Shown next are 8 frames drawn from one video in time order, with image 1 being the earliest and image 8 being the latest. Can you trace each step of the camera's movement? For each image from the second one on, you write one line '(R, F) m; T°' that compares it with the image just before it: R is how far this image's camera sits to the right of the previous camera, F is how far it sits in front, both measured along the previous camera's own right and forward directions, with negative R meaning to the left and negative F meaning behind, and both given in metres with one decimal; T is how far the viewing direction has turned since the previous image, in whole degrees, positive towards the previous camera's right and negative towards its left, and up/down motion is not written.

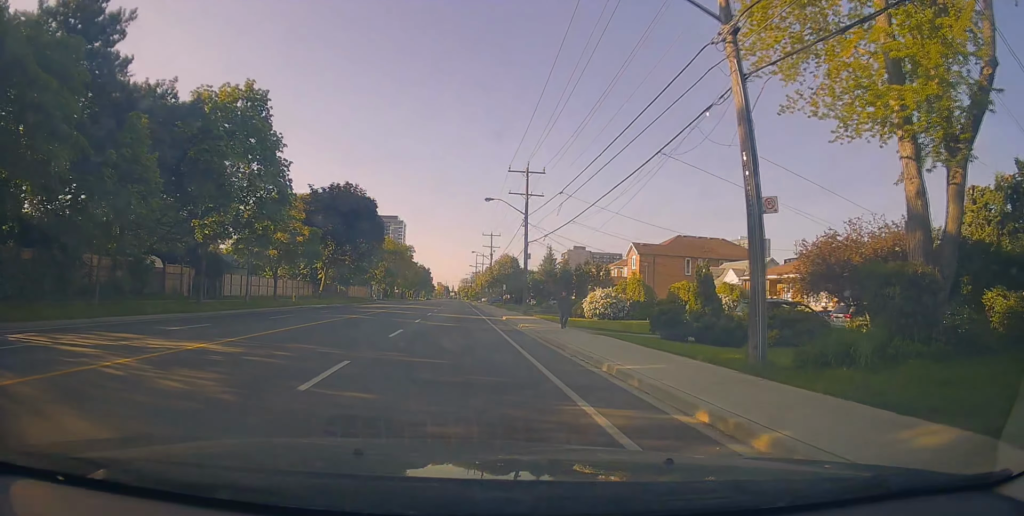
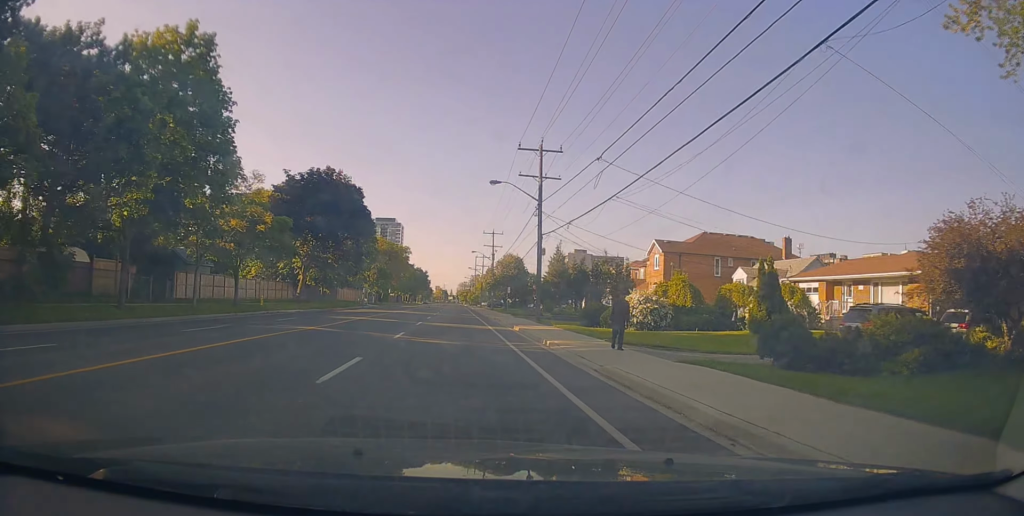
(0.0, +8.1) m; 0°
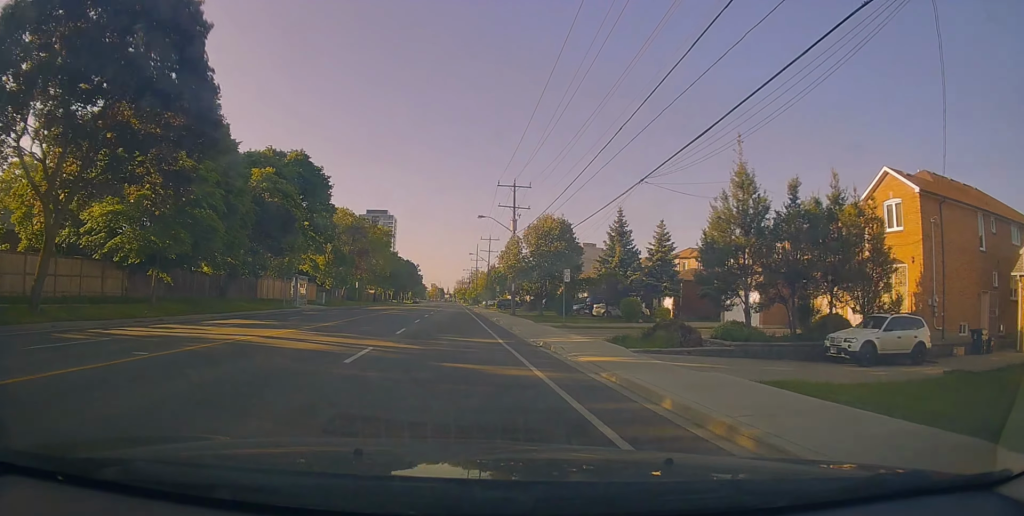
(+0.6, +34.5) m; +1°
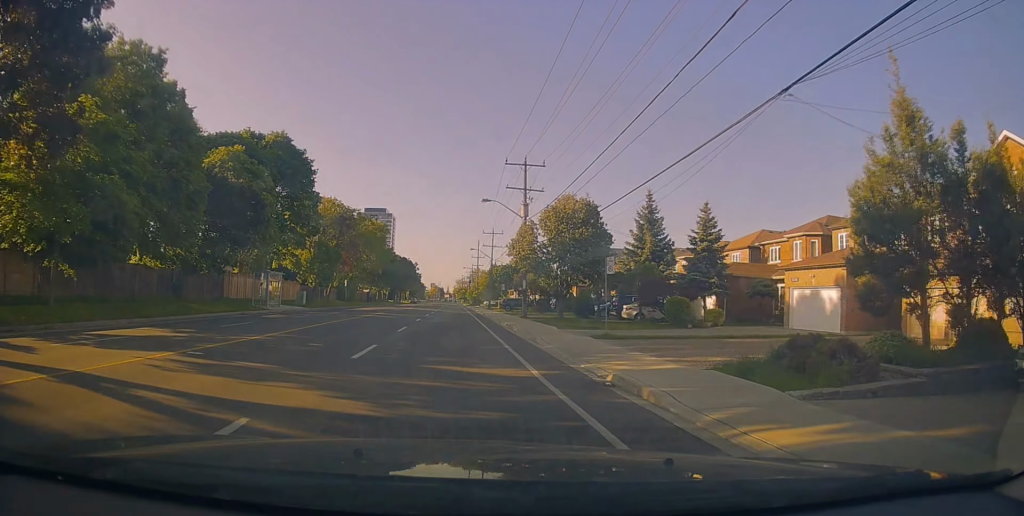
(+0.2, +8.2) m; -1°
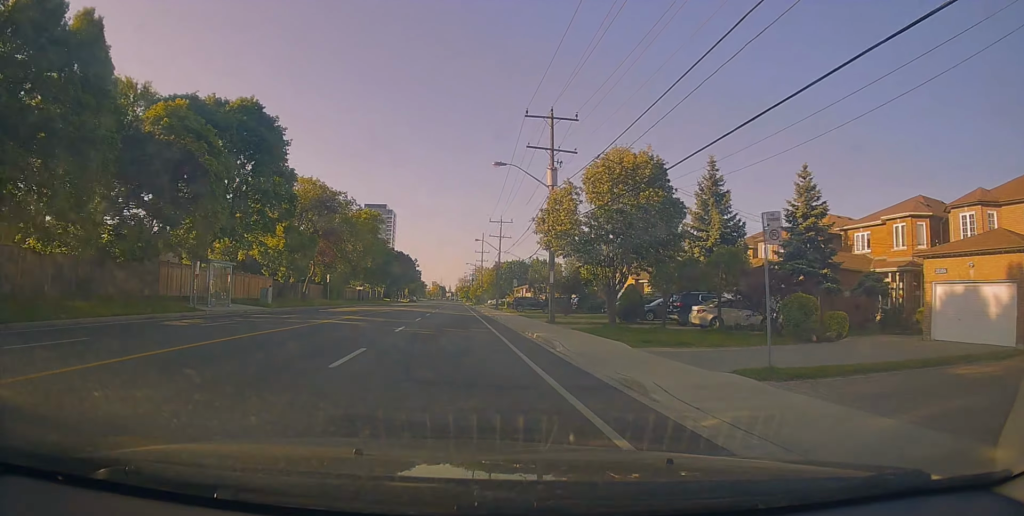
(-0.9, +11.3) m; -2°
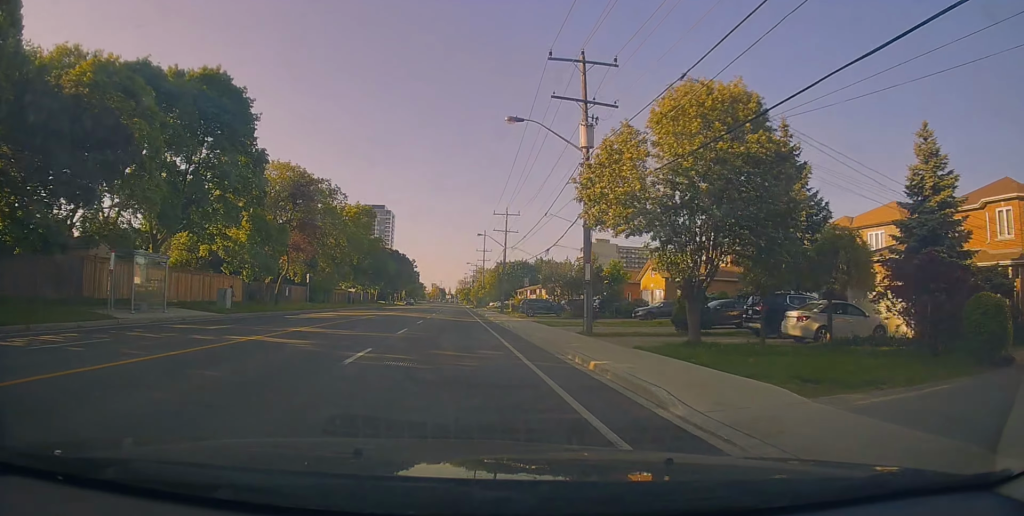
(+0.2, +8.1) m; 0°
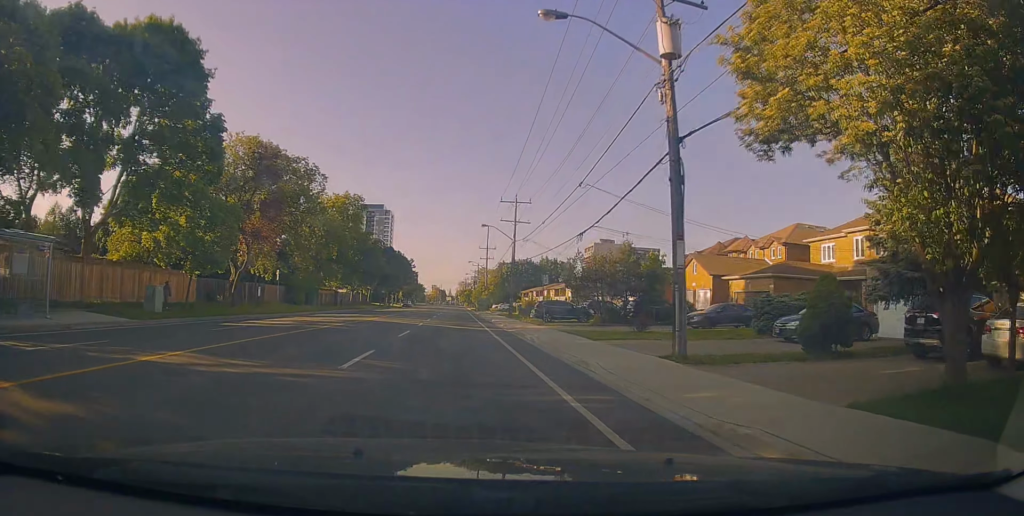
(+0.2, +9.3) m; 0°
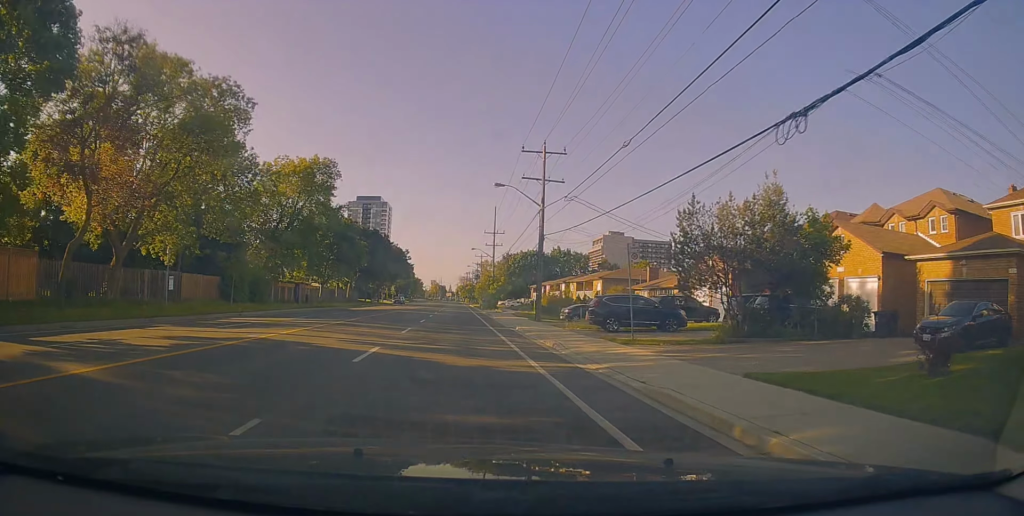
(-0.2, +17.9) m; 0°
